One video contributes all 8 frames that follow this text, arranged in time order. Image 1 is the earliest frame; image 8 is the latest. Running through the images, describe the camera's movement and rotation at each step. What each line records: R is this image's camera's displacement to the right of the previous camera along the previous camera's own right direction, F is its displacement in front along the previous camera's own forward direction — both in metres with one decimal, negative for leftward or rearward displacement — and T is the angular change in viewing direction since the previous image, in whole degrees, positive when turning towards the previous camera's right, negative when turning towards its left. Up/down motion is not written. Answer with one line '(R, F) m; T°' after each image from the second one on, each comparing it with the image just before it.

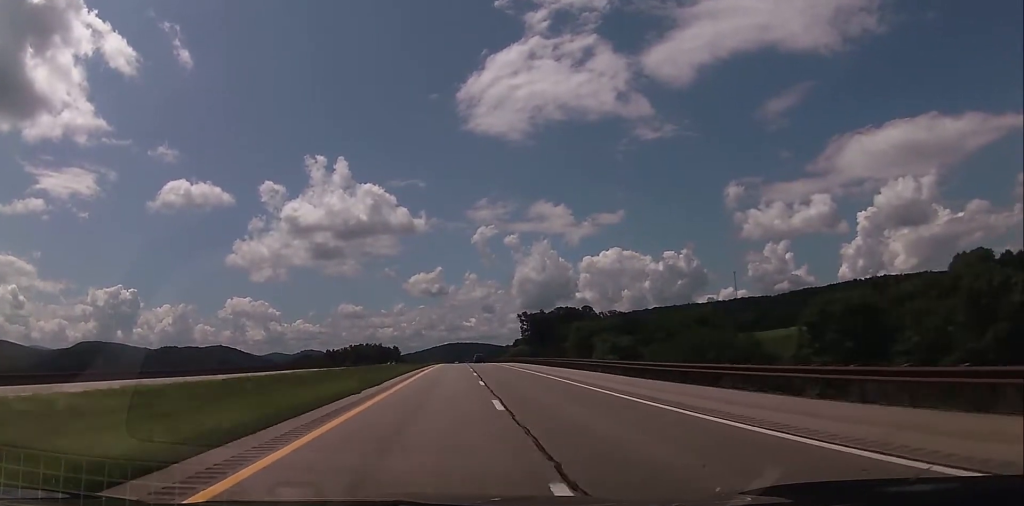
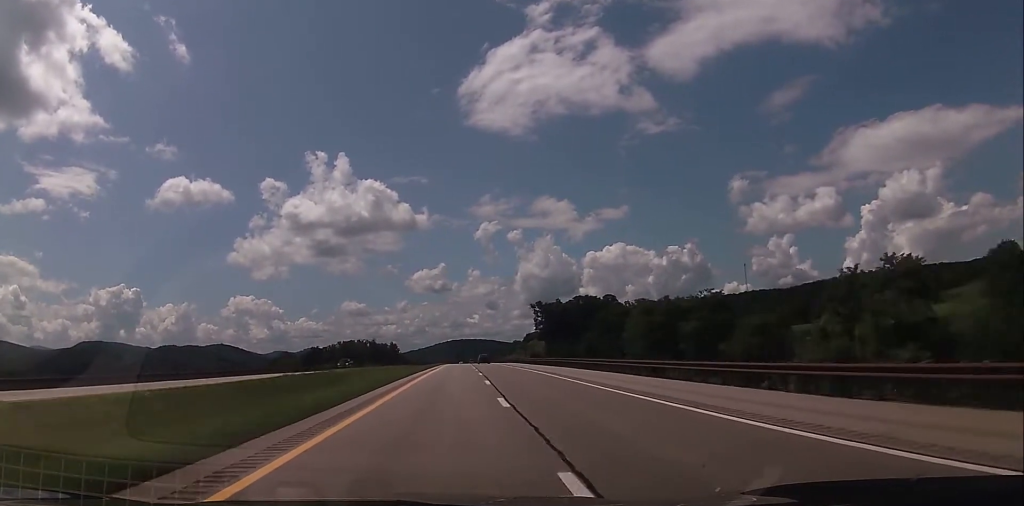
(-0.4, +47.9) m; 0°
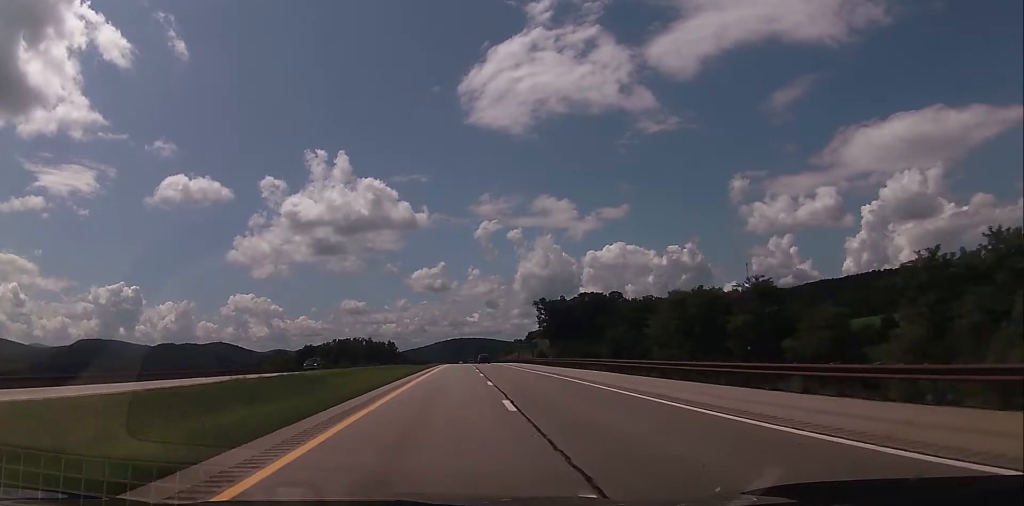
(+0.2, +13.4) m; 0°
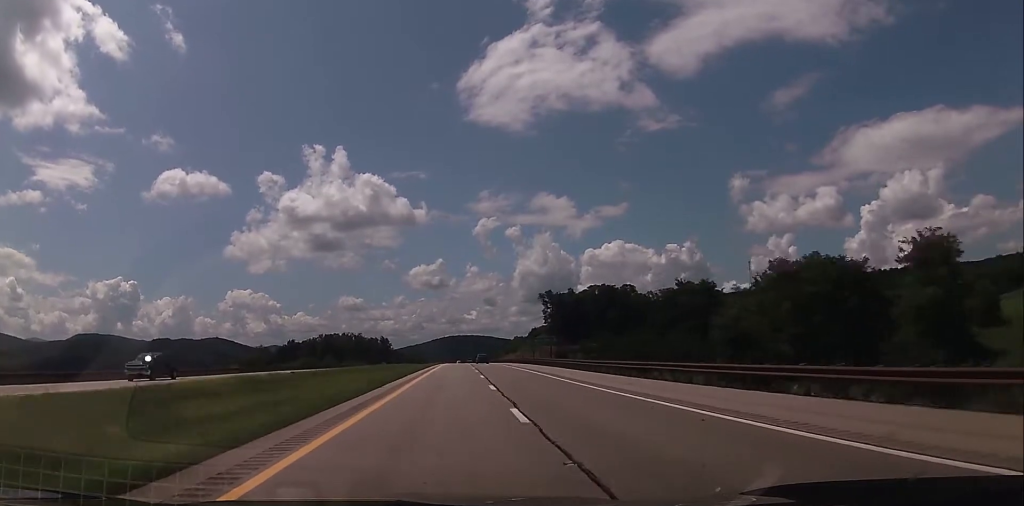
(-0.1, +26.8) m; 0°
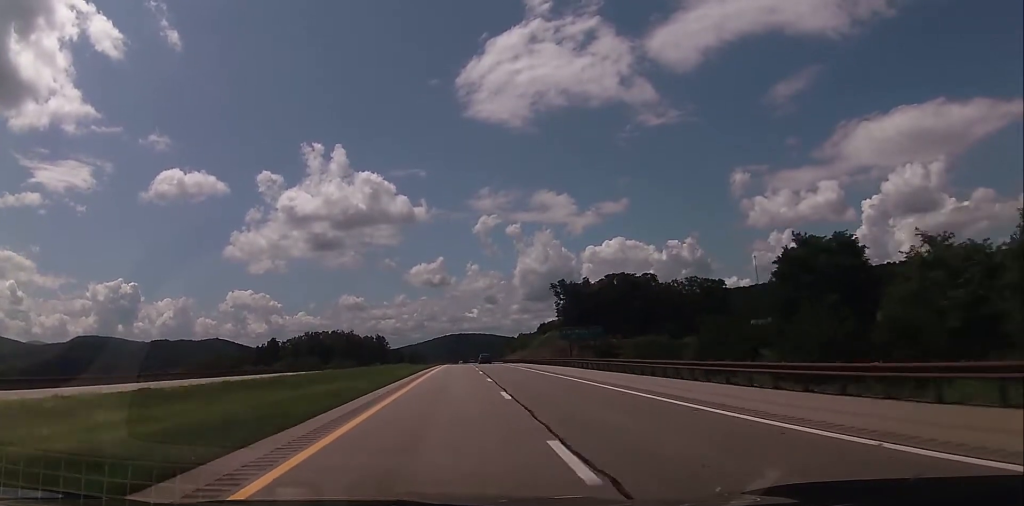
(-0.1, +30.1) m; 0°
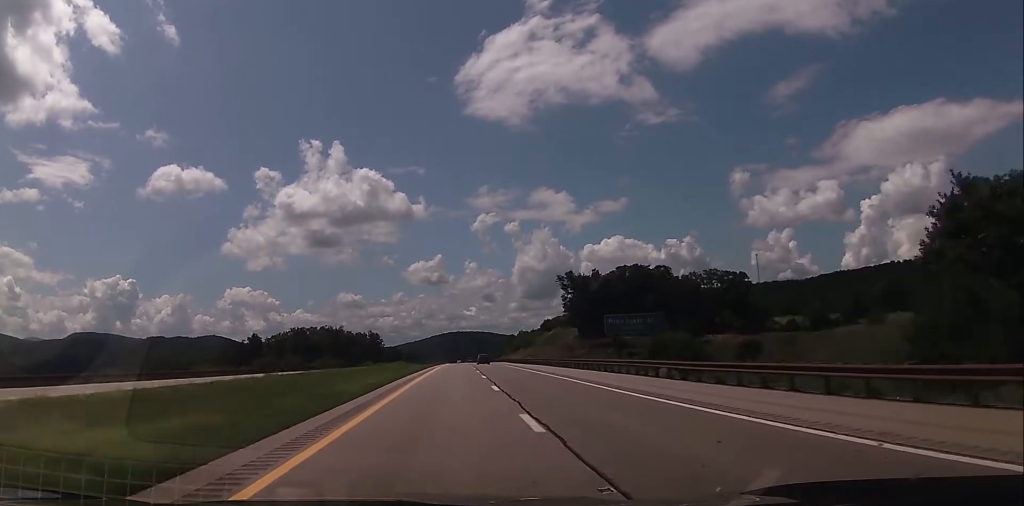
(0.0, +20.1) m; 0°
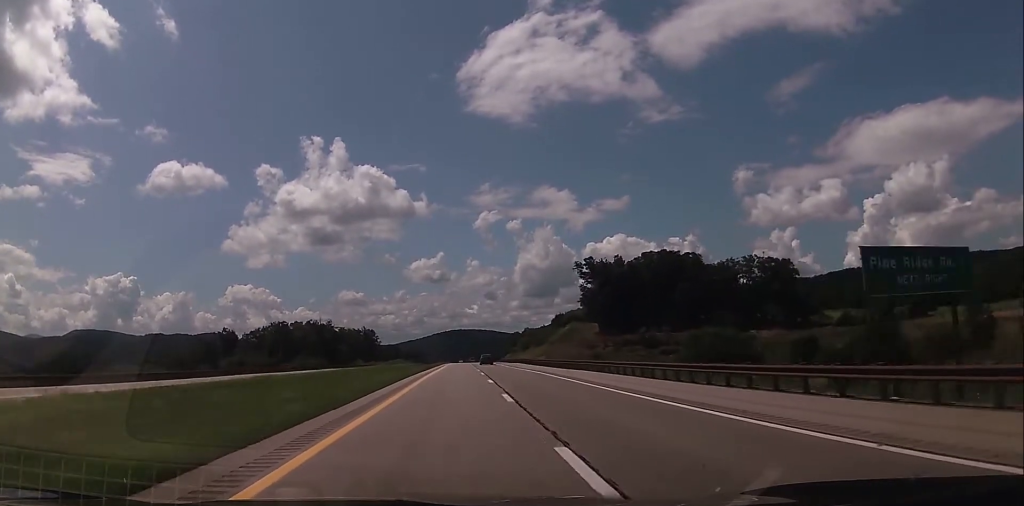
(0.0, +29.1) m; 0°
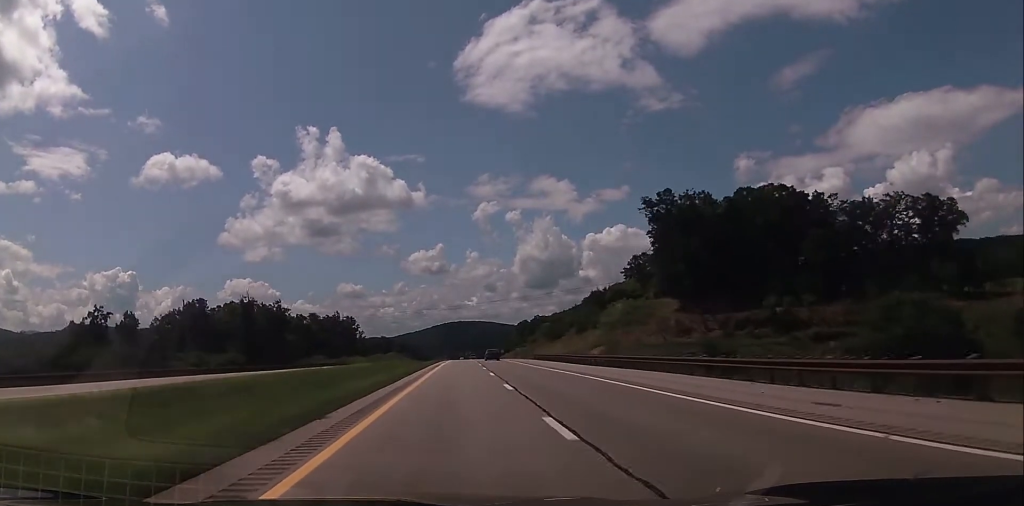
(+0.8, +68.9) m; +7°
